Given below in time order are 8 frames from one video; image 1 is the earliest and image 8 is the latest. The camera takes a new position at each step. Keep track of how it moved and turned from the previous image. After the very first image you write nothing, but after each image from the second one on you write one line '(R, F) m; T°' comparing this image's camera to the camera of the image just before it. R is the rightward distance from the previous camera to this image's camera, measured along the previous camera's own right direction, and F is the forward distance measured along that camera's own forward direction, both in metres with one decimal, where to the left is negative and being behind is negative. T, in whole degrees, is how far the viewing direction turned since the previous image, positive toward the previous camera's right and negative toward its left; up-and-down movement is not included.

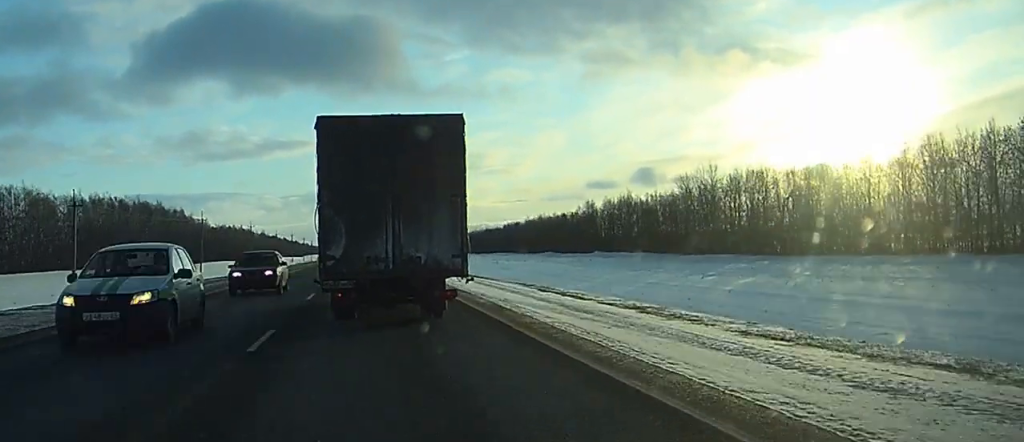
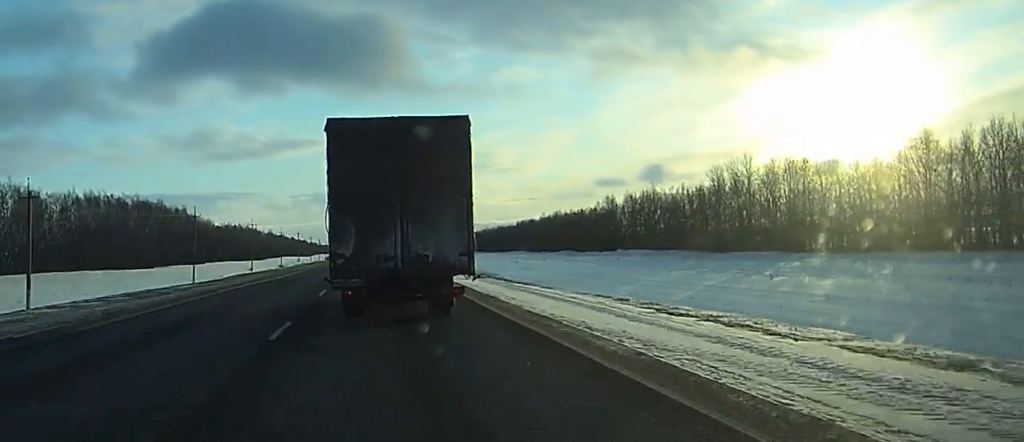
(0.0, +10.6) m; 0°
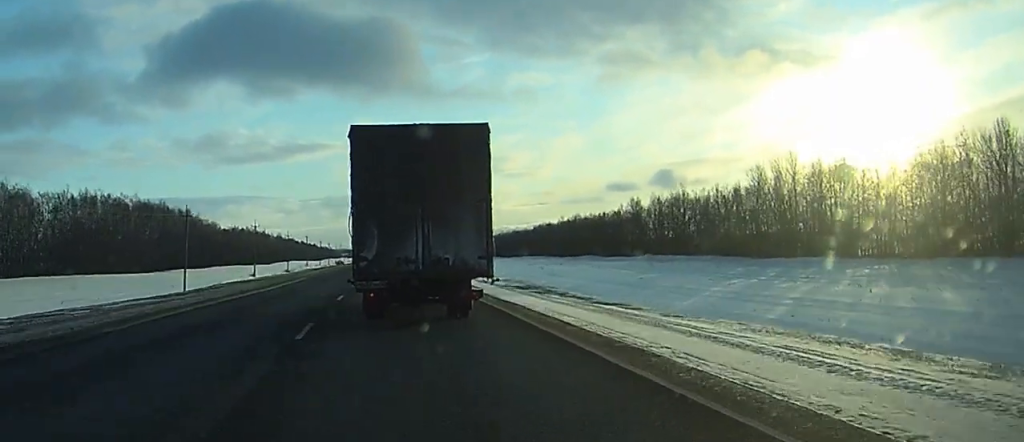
(0.0, +11.4) m; 0°
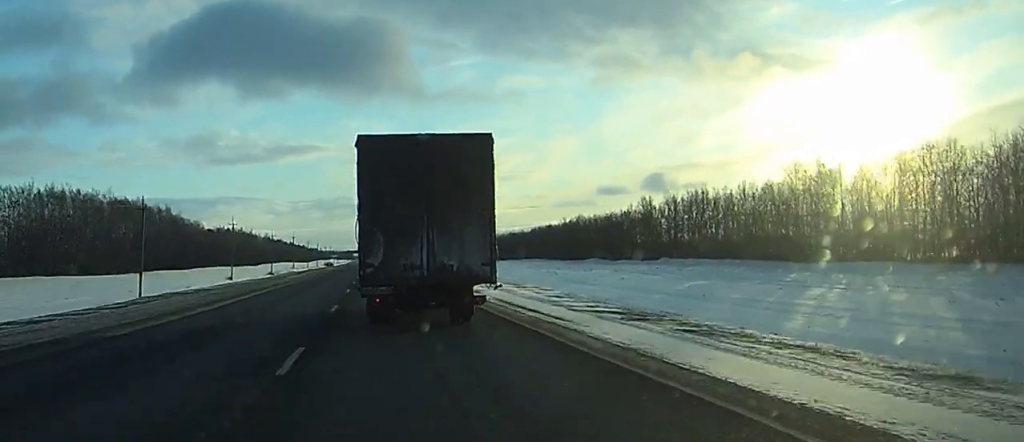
(0.0, +15.1) m; 0°
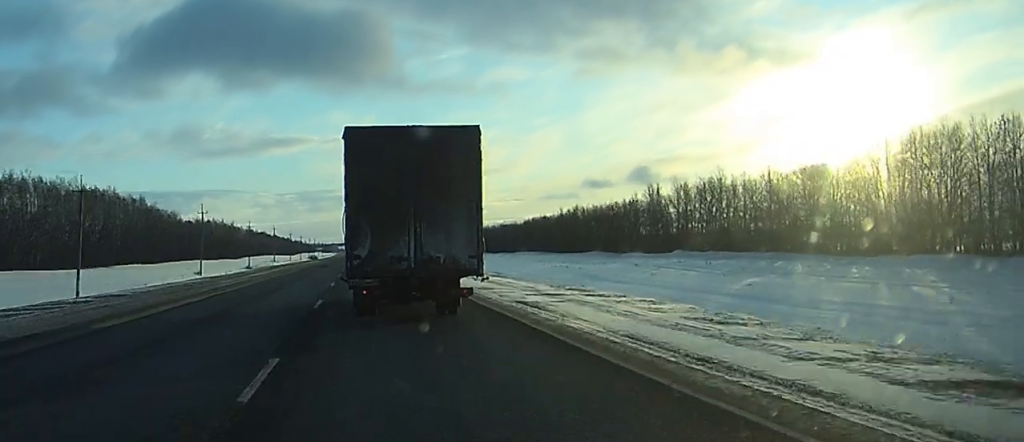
(+0.1, +13.9) m; 0°
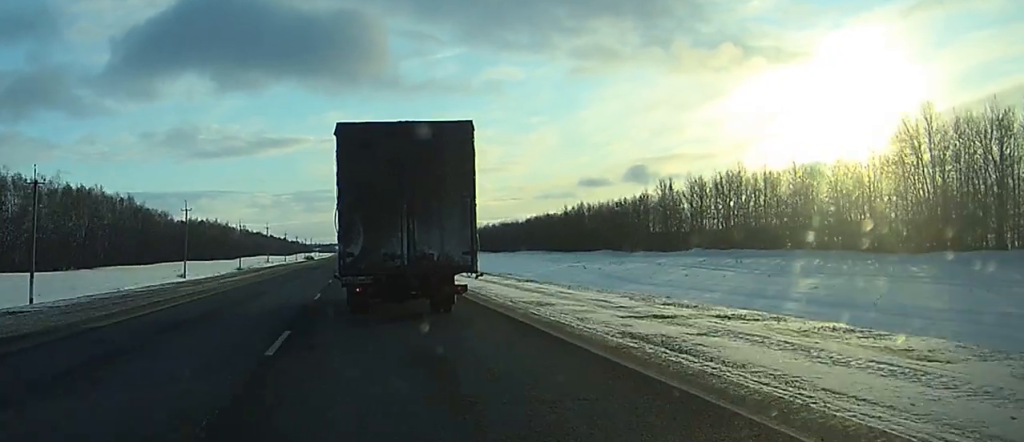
(0.0, +8.9) m; 0°
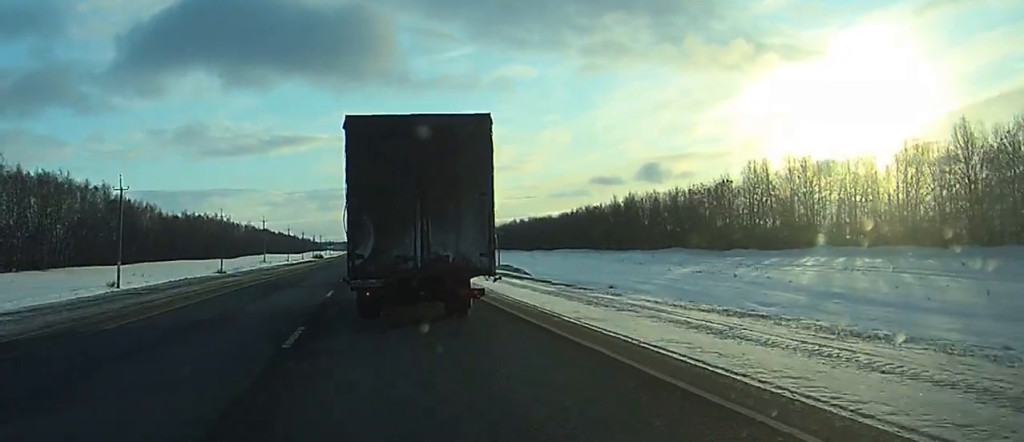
(0.0, +34.2) m; 0°
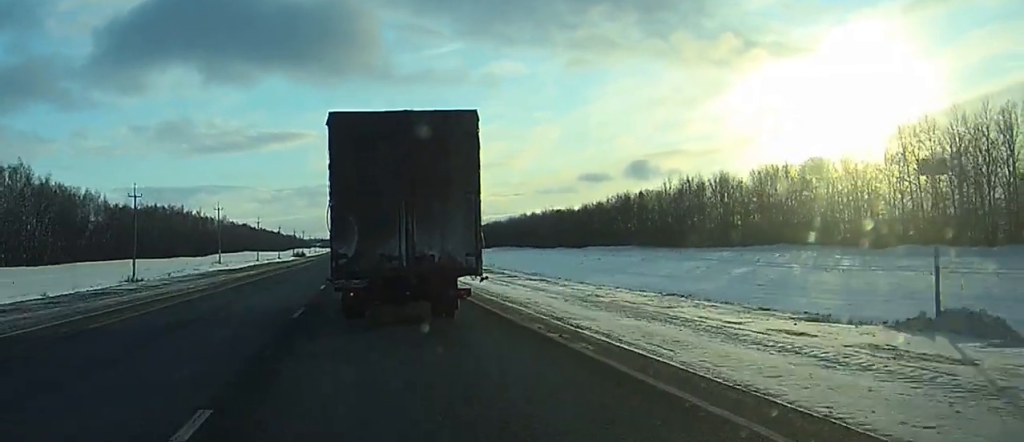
(+0.4, +42.9) m; +1°
